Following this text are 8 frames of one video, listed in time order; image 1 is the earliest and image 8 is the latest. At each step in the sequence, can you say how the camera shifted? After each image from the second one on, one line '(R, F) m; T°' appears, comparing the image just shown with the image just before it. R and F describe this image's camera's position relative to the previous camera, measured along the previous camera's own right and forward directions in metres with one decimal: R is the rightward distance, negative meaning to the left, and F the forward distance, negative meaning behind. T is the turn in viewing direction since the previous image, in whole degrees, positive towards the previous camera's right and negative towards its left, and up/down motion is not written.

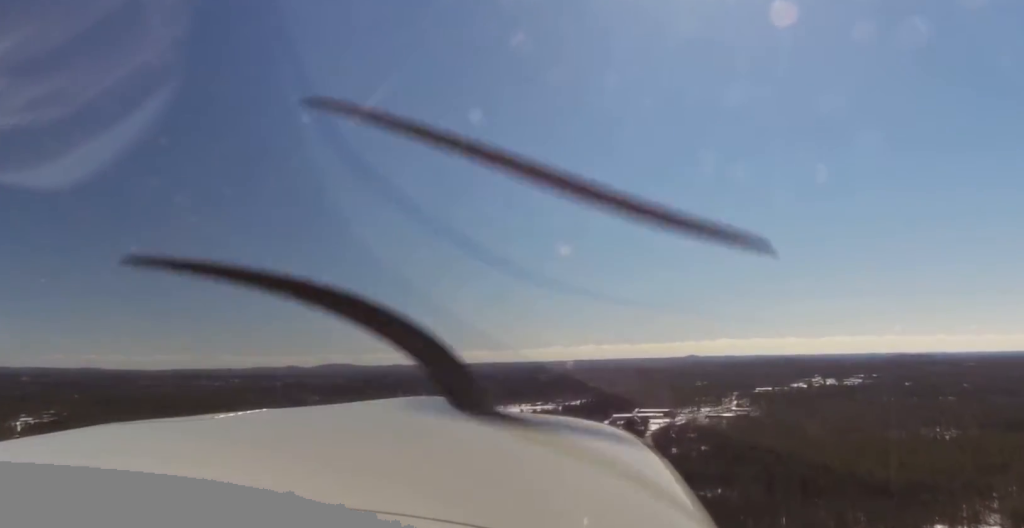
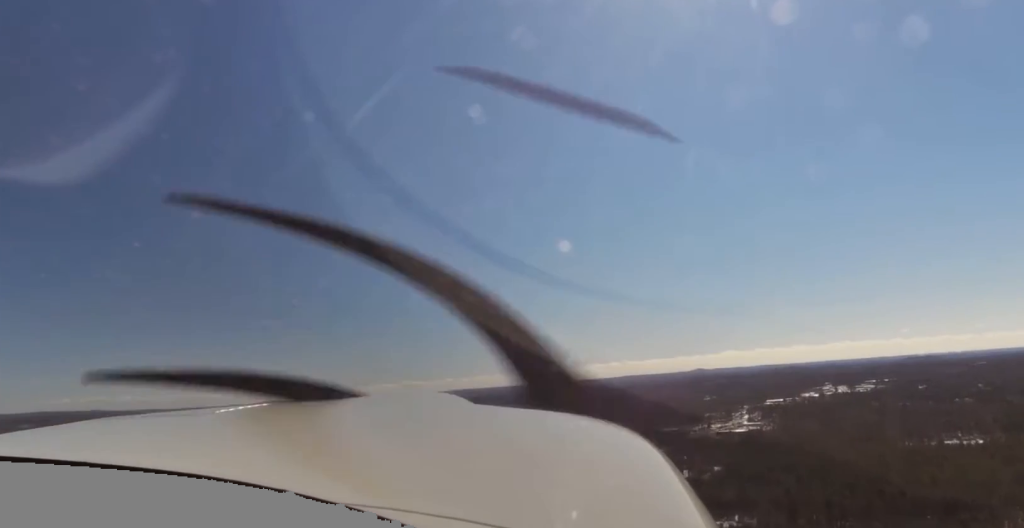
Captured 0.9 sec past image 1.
(0.0, +45.5) m; +1°
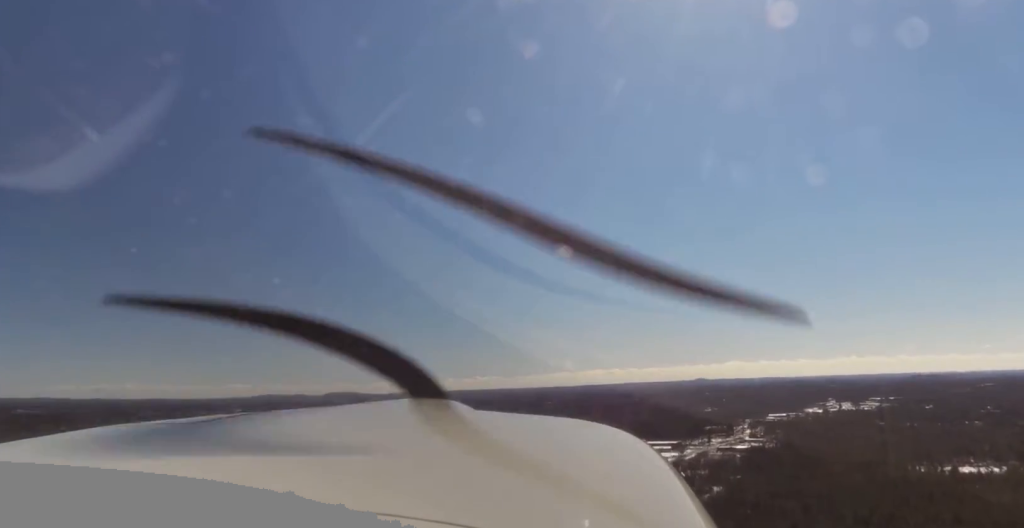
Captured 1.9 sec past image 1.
(+1.5, +55.9) m; +2°
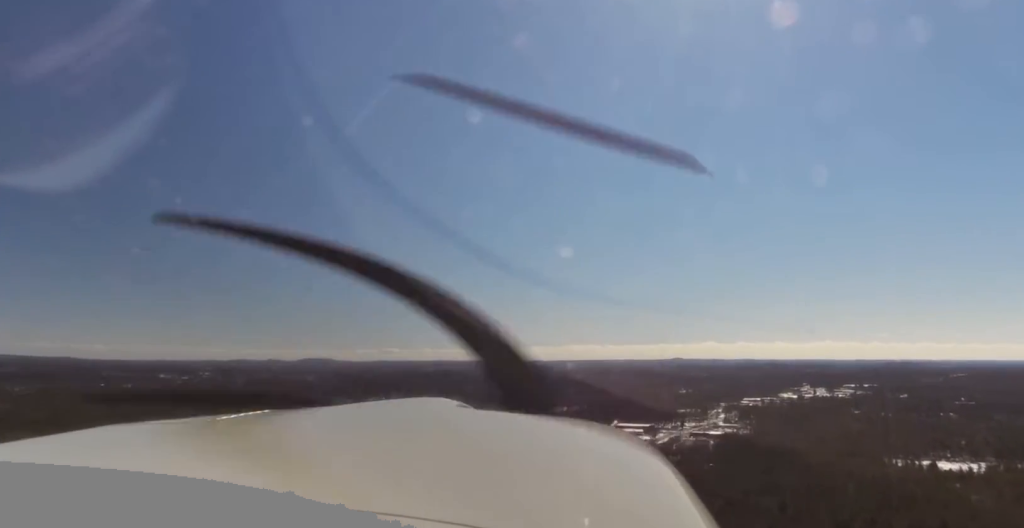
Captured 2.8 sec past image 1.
(+0.5, +47.2) m; -1°
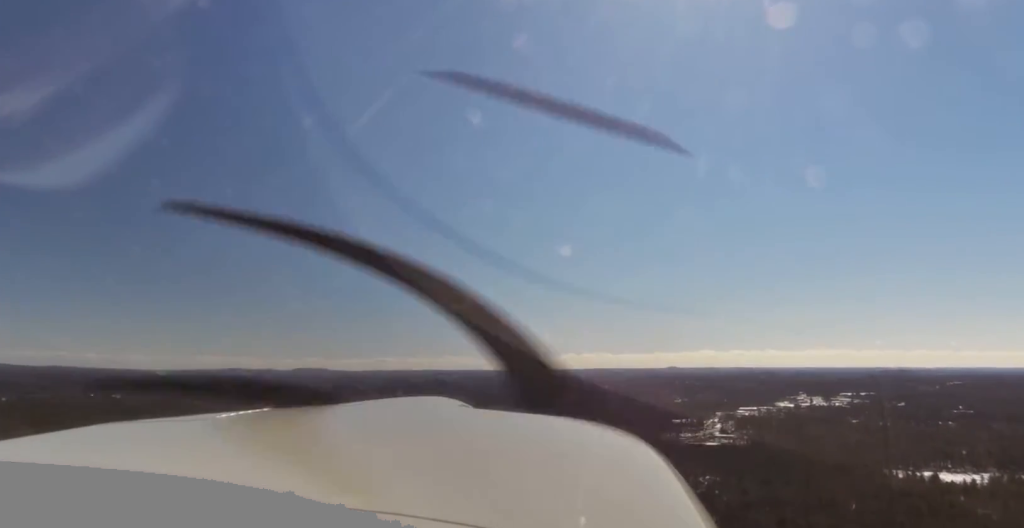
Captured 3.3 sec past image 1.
(-0.8, +22.6) m; 0°
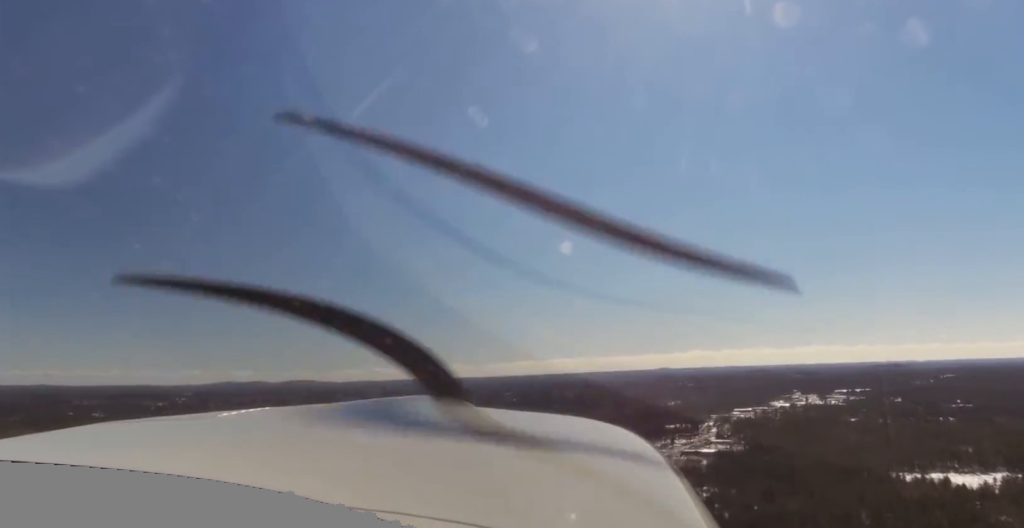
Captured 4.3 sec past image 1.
(+0.5, +53.5) m; +1°
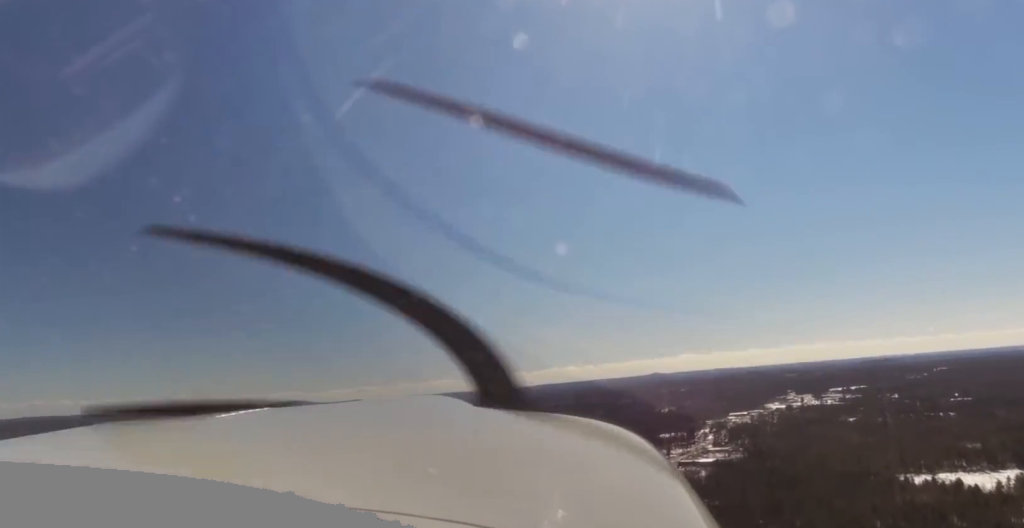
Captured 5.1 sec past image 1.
(+0.7, +43.0) m; 0°
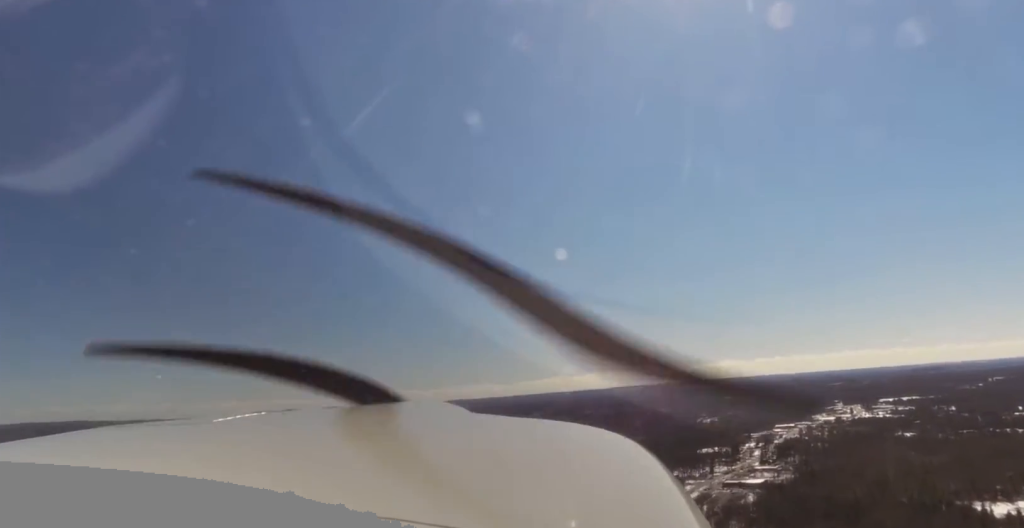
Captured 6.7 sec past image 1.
(-0.7, +82.5) m; +1°
